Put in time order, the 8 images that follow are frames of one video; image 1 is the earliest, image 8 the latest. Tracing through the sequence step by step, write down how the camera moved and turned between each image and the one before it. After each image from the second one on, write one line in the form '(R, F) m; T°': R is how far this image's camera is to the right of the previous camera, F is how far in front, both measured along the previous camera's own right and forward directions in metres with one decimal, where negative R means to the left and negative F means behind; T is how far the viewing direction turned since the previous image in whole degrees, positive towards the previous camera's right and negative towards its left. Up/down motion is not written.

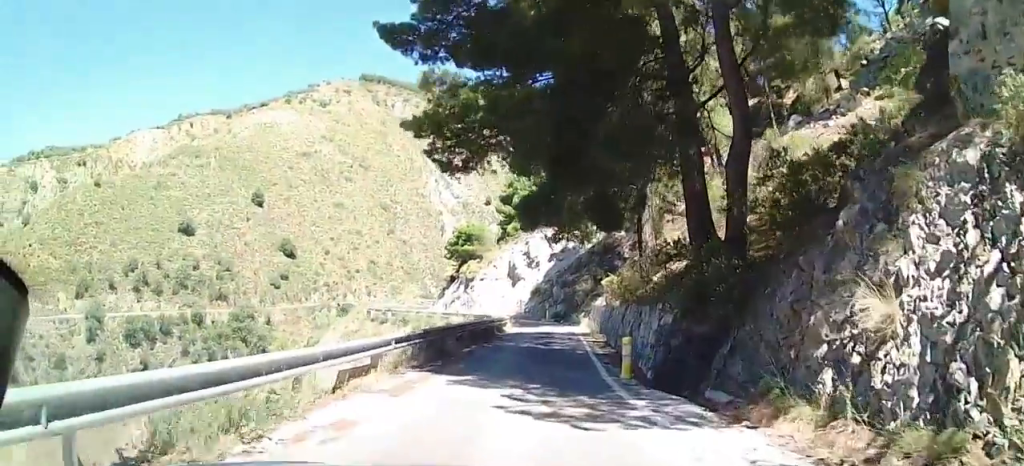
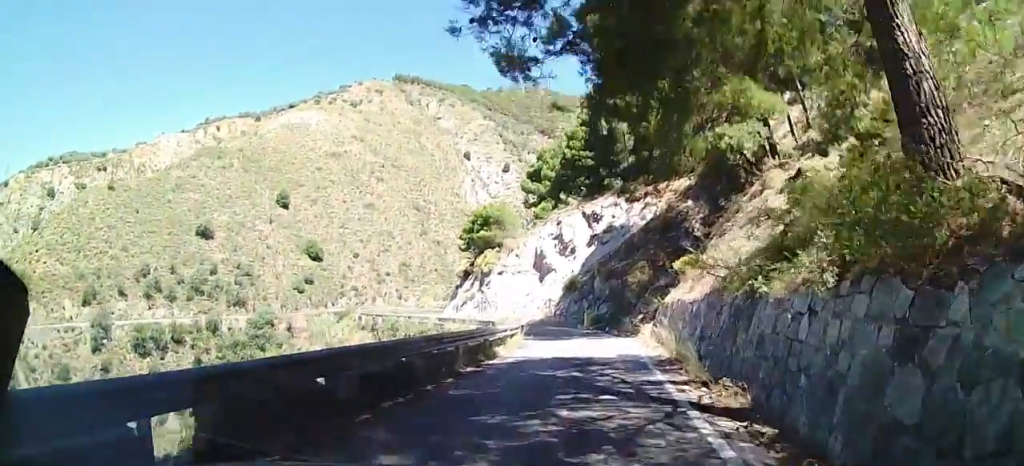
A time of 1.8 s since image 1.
(-0.6, +15.3) m; -12°
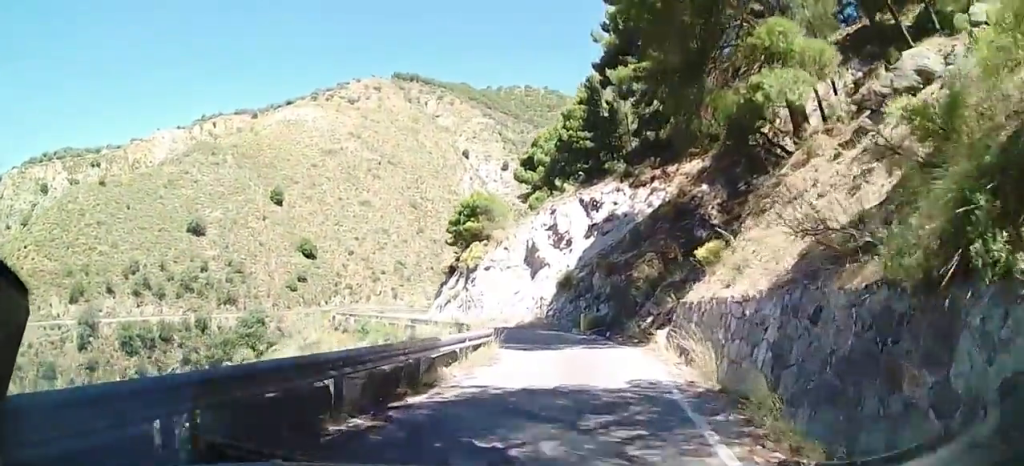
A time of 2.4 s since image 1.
(-0.5, +5.7) m; -2°
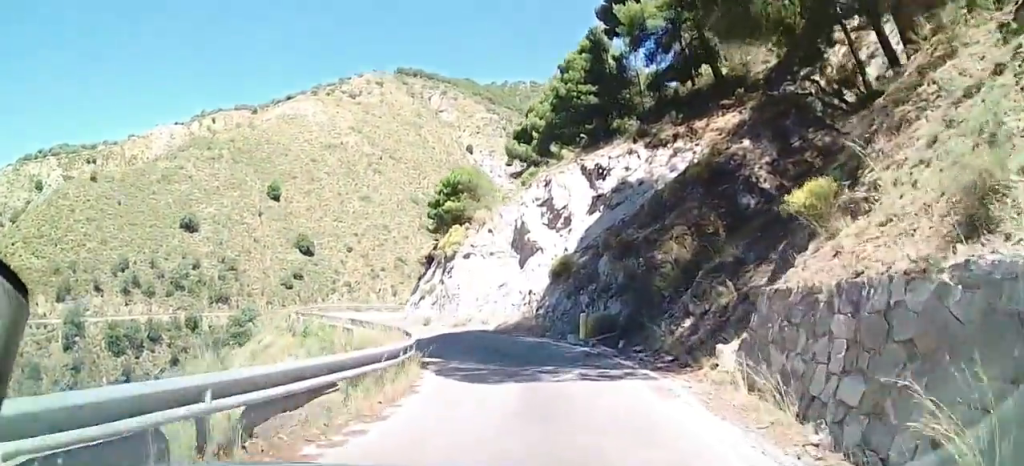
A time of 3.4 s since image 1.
(-0.1, +9.5) m; -1°
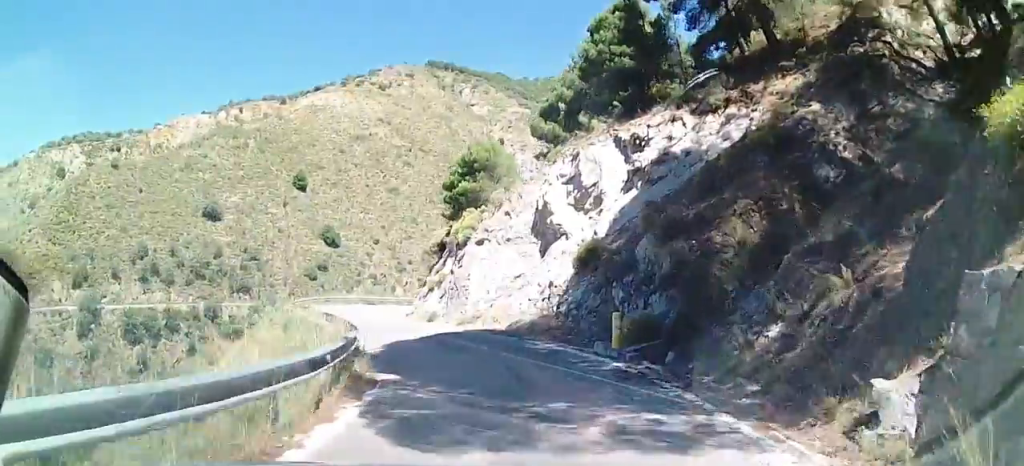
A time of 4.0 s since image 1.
(+0.2, +5.6) m; -1°
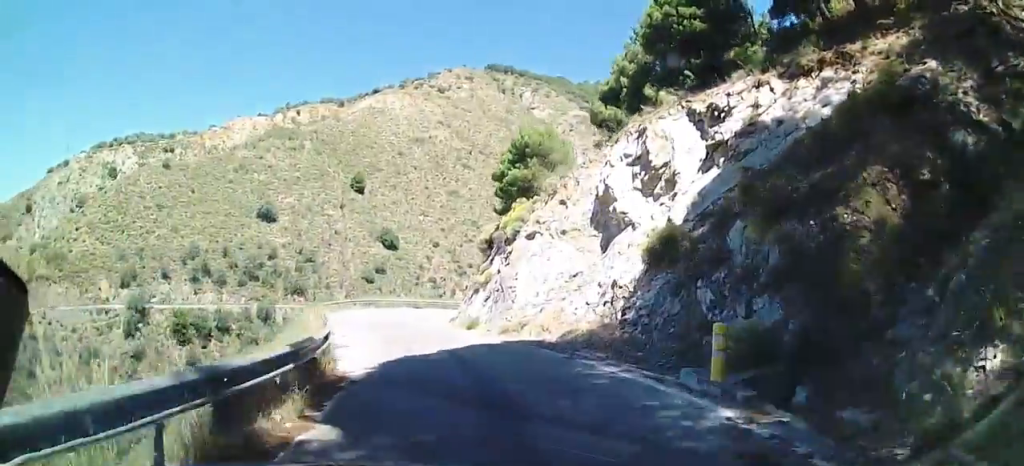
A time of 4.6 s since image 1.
(-0.3, +5.0) m; -3°
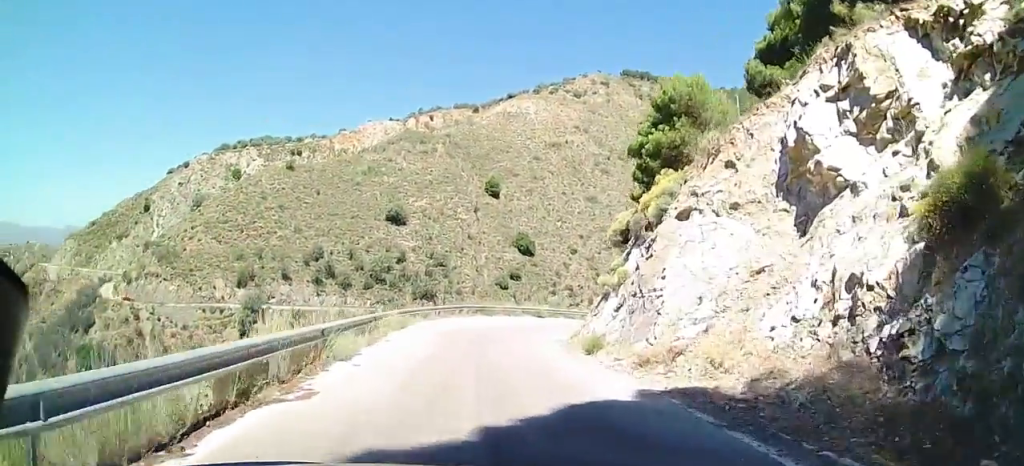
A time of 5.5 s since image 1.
(-0.2, +9.1) m; -14°
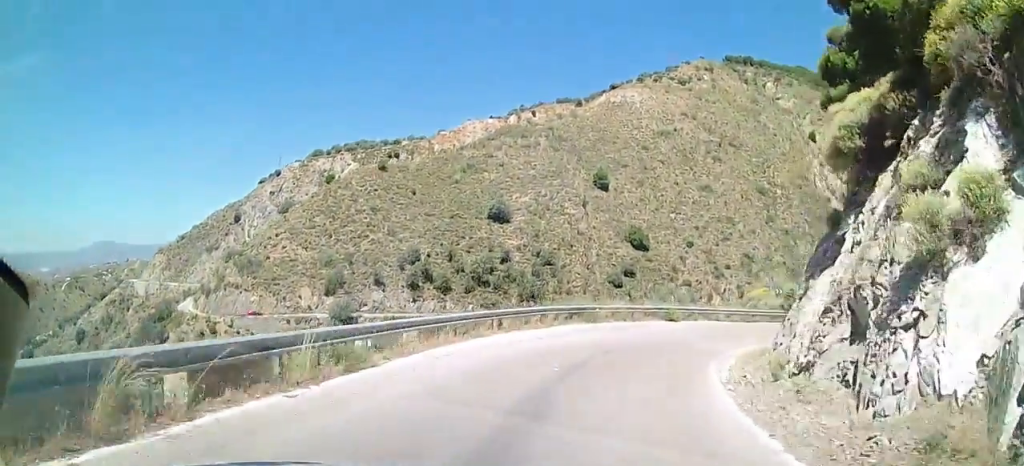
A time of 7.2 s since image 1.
(-4.6, +15.0) m; -17°
